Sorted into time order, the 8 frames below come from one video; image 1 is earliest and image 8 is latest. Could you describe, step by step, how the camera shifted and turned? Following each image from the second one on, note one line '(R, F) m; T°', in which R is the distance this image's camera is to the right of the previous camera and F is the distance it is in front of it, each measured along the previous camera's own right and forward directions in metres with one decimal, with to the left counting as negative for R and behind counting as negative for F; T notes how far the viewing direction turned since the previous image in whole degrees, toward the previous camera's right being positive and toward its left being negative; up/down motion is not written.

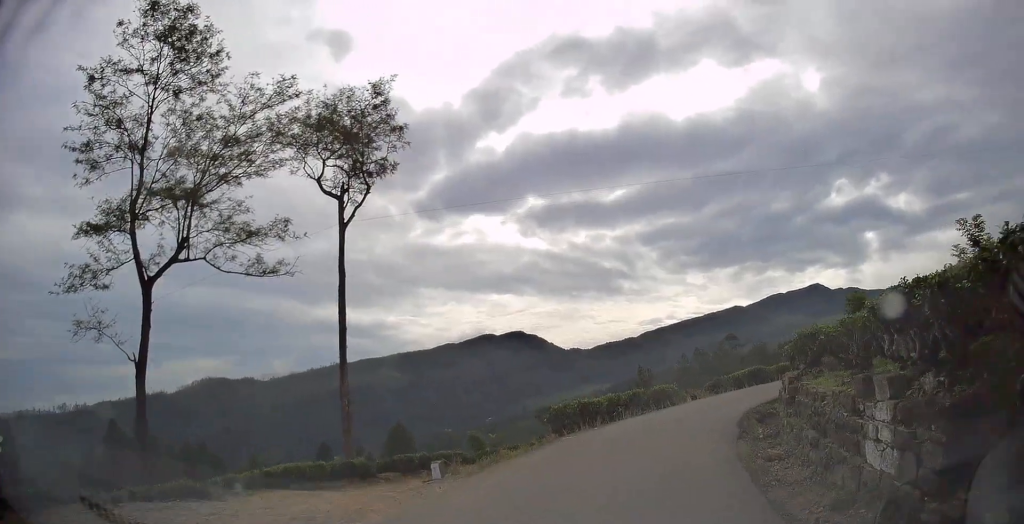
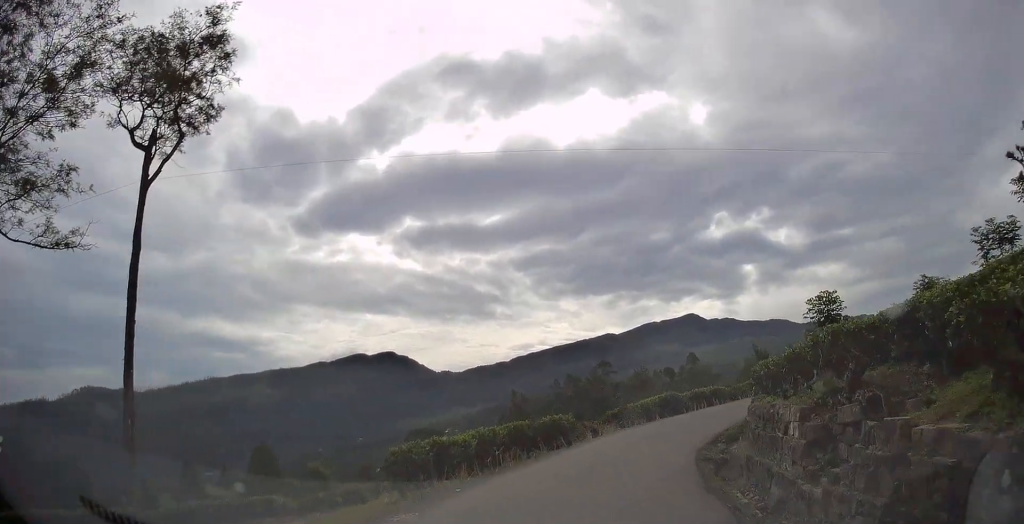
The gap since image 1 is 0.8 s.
(+0.6, +5.8) m; +12°
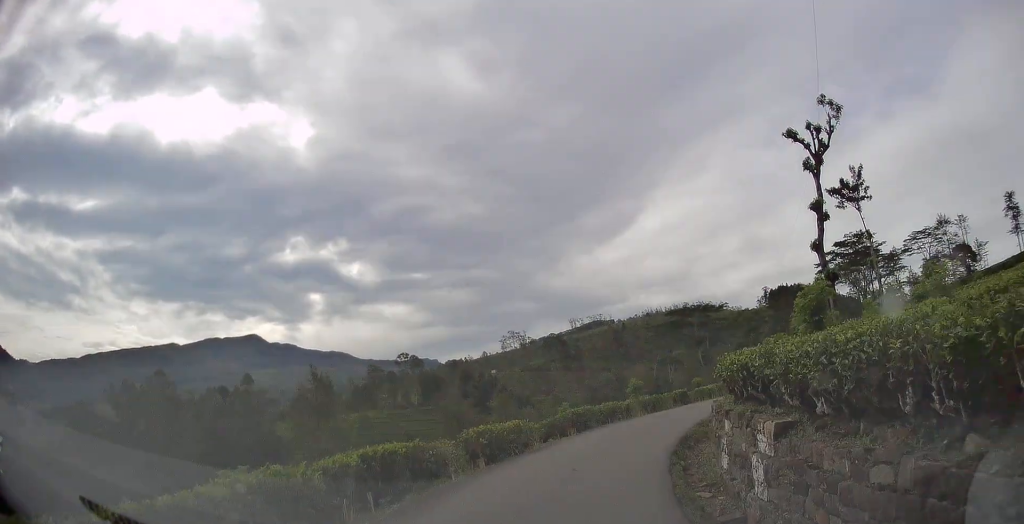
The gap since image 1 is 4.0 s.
(+9.3, +20.8) m; +46°
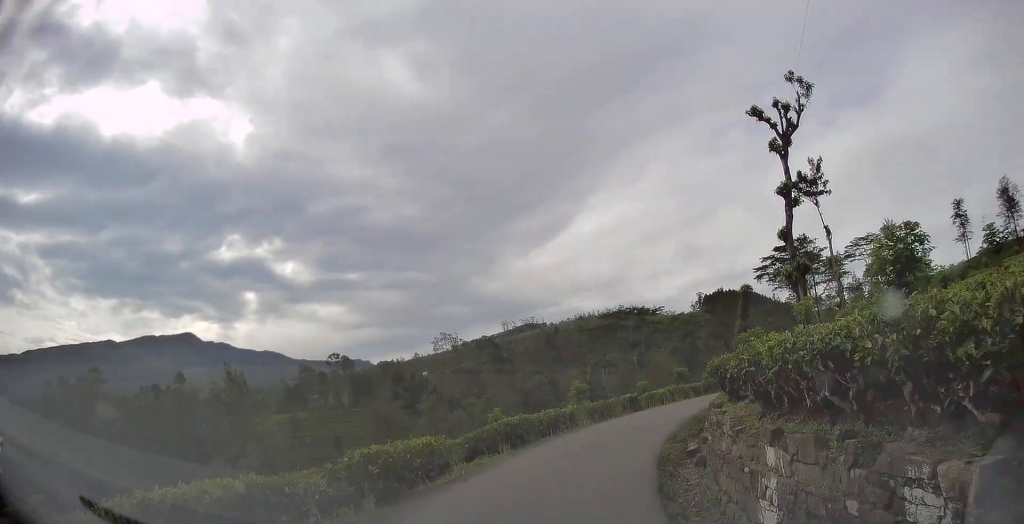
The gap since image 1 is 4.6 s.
(+0.2, +4.2) m; +6°
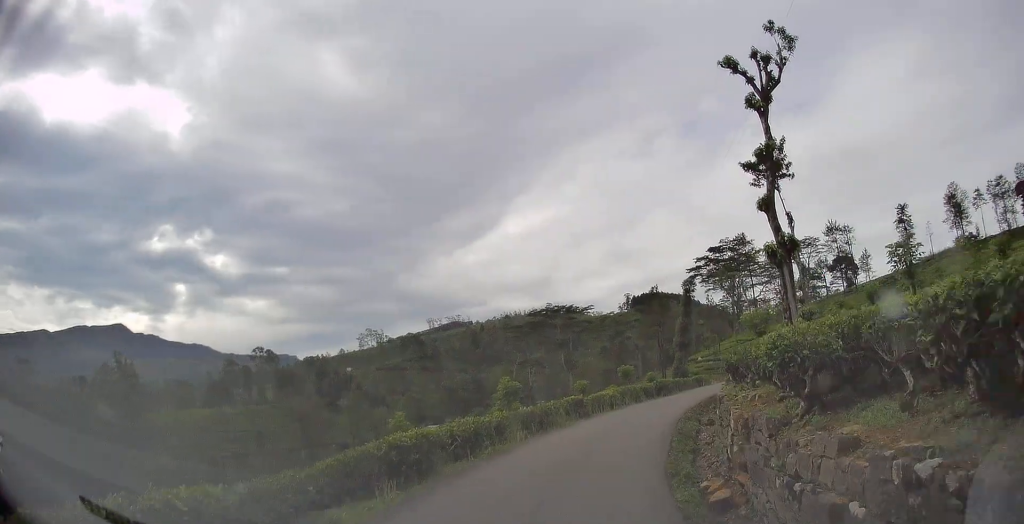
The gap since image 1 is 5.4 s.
(+0.3, +5.9) m; +7°
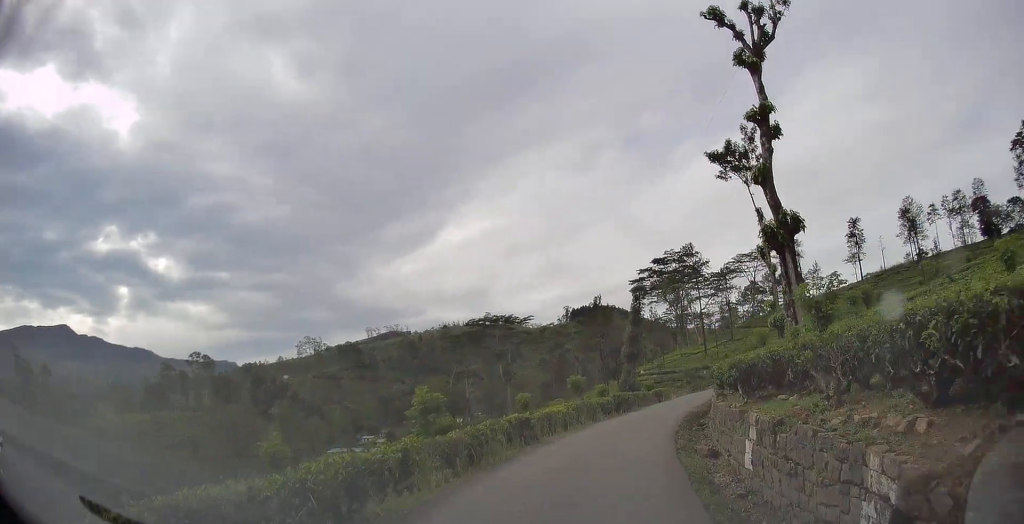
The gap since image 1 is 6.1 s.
(+0.4, +5.3) m; +7°
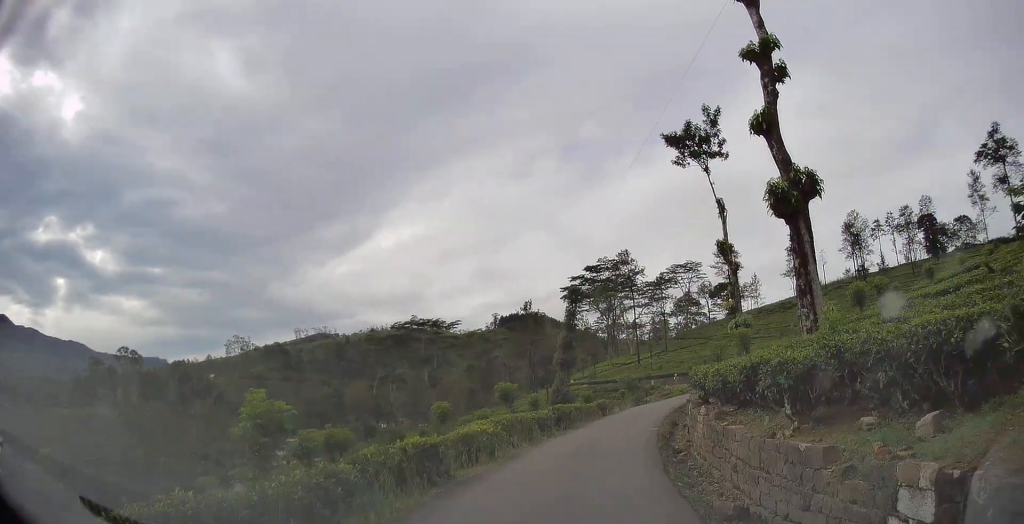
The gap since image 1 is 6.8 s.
(+0.3, +5.4) m; +5°
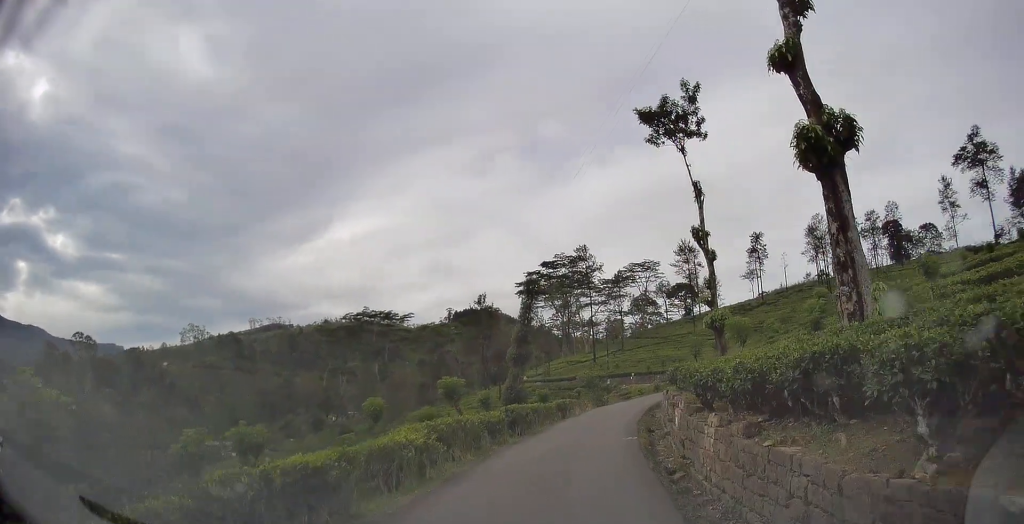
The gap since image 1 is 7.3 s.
(+0.2, +3.6) m; +2°
